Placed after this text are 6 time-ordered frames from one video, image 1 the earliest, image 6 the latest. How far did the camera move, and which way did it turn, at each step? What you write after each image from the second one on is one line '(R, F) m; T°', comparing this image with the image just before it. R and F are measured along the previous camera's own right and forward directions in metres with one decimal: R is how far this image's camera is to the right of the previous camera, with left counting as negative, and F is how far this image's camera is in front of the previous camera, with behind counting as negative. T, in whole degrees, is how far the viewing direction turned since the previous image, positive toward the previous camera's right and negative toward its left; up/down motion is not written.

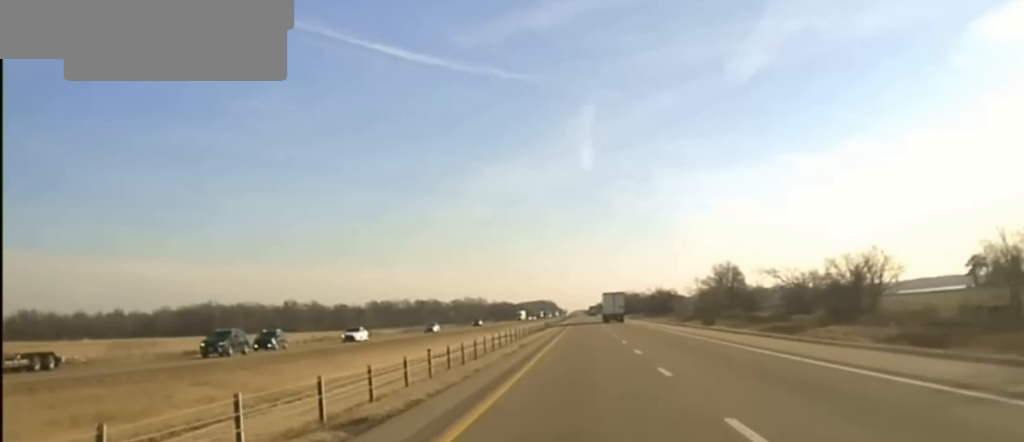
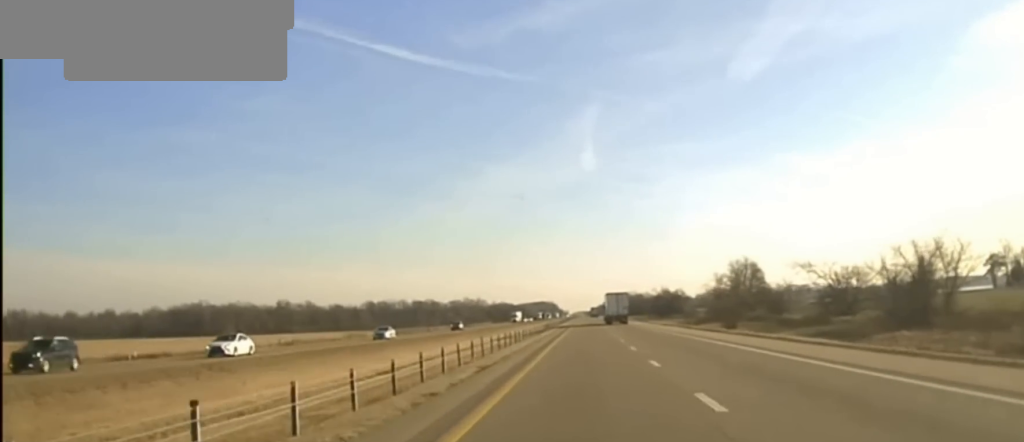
(+0.1, +19.5) m; 0°
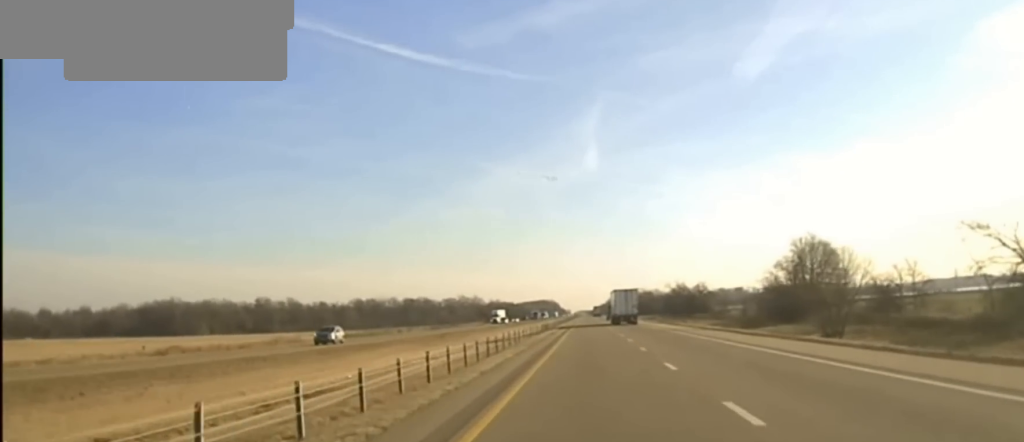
(-0.1, +49.5) m; 0°
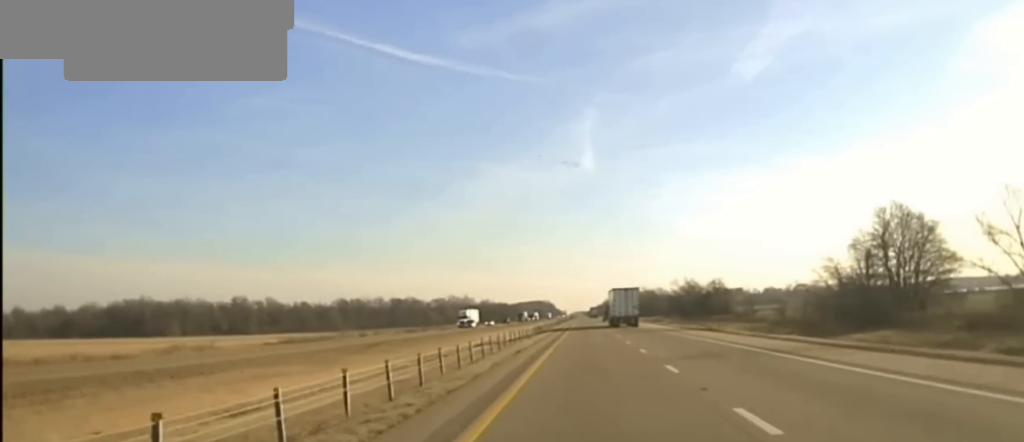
(+0.1, +37.1) m; 0°
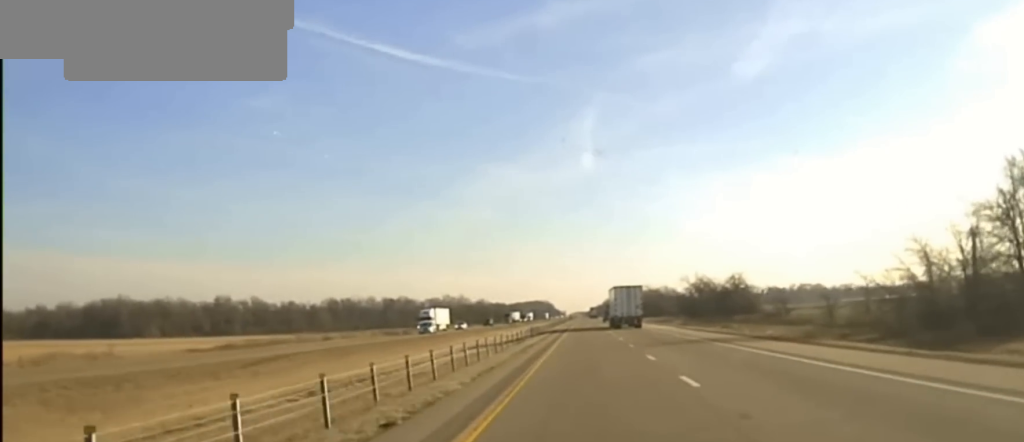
(0.0, +27.3) m; 0°
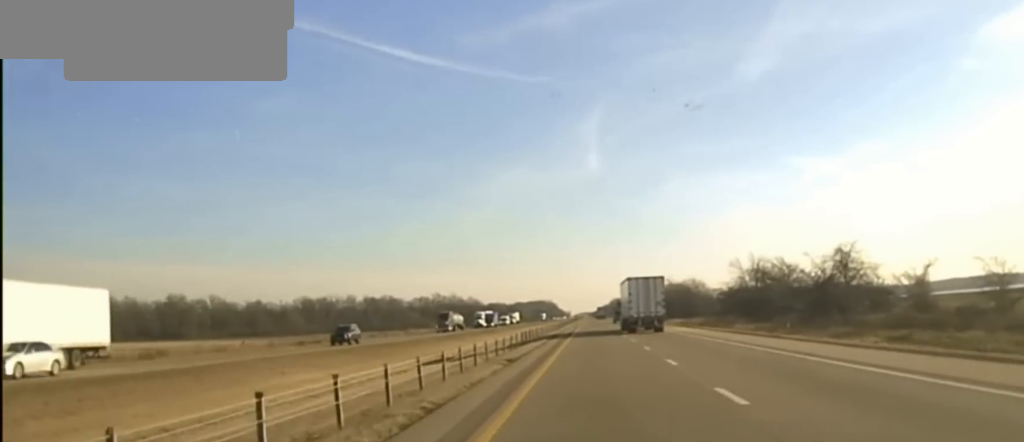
(0.0, +75.7) m; 0°
